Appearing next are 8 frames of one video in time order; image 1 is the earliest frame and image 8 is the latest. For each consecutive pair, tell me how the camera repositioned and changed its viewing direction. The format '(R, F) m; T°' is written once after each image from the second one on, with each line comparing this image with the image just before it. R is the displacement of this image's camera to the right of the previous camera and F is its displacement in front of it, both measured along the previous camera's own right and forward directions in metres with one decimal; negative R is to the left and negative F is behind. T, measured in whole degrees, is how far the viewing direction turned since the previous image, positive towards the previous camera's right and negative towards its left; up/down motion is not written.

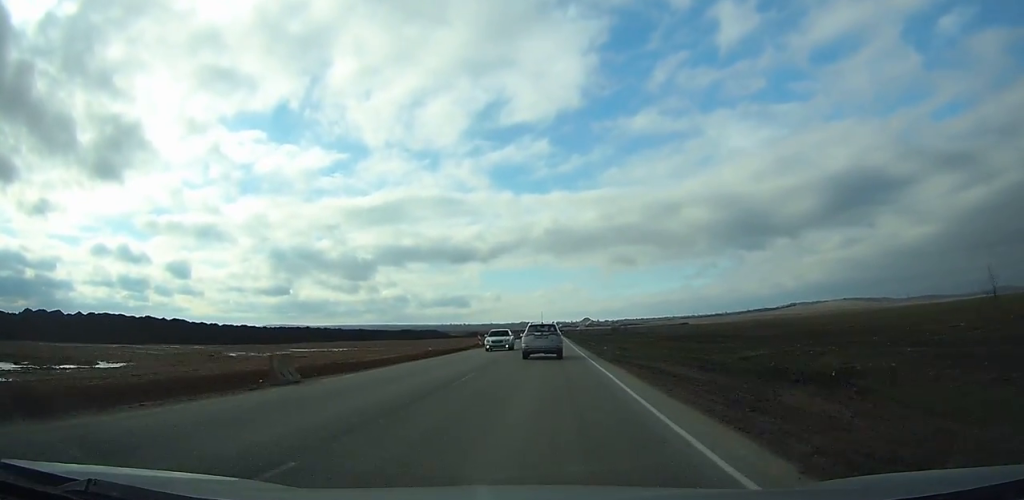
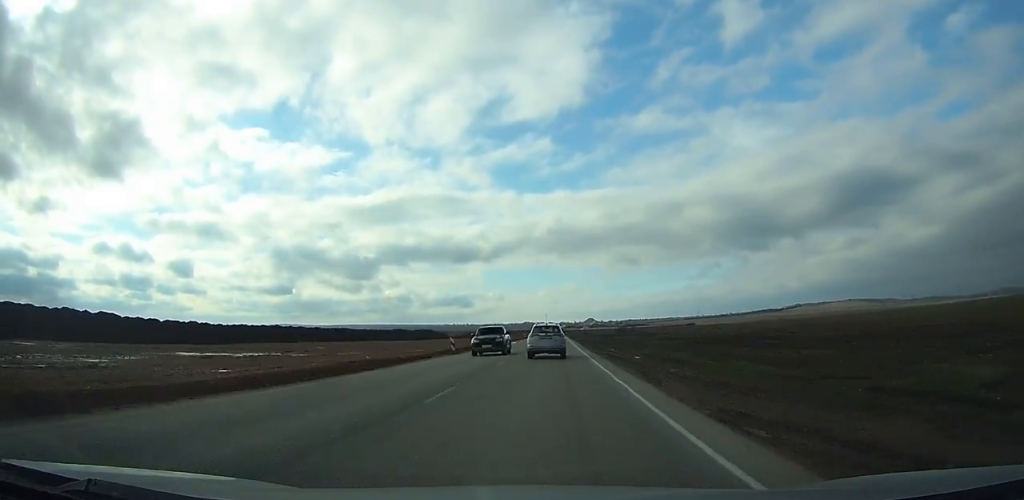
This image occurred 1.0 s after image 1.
(0.0, +16.1) m; 0°
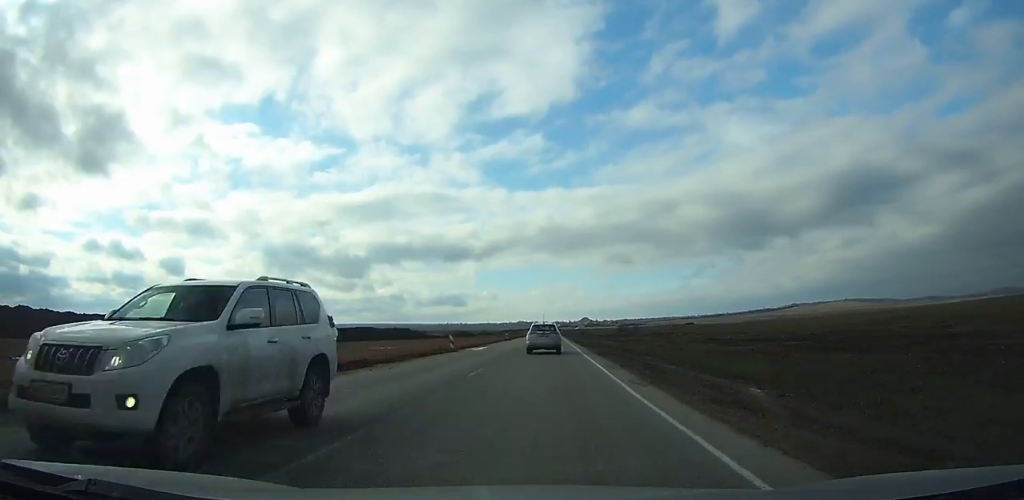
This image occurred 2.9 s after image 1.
(+0.2, +31.1) m; 0°
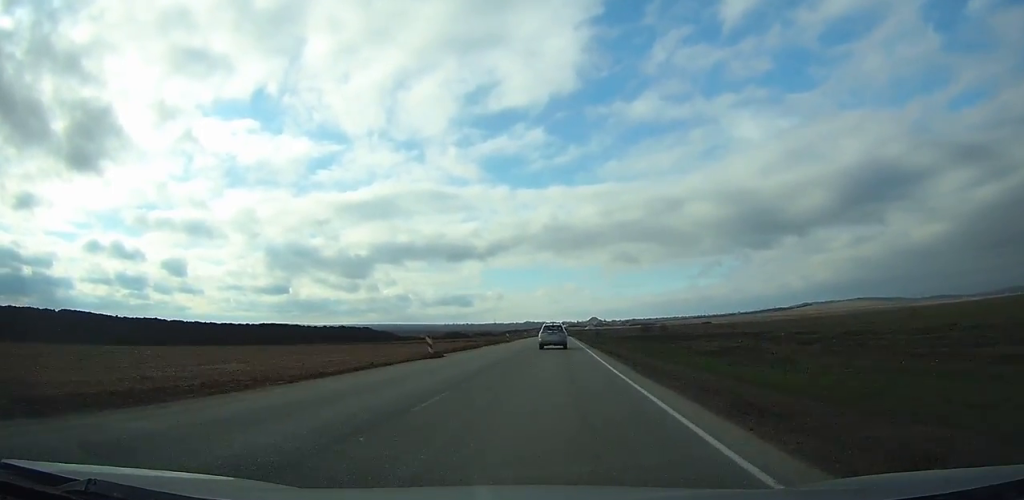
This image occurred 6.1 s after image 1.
(-0.2, +56.5) m; 0°
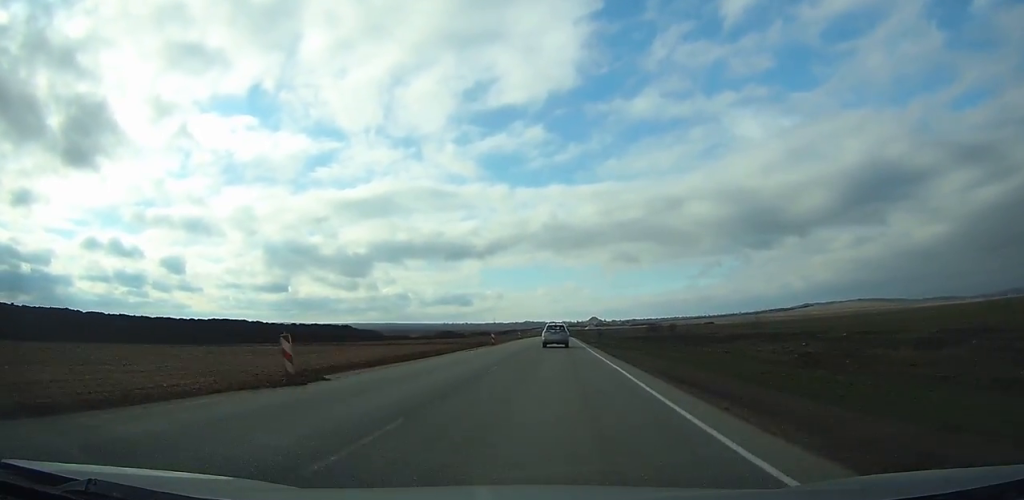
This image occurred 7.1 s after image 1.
(0.0, +16.5) m; 0°
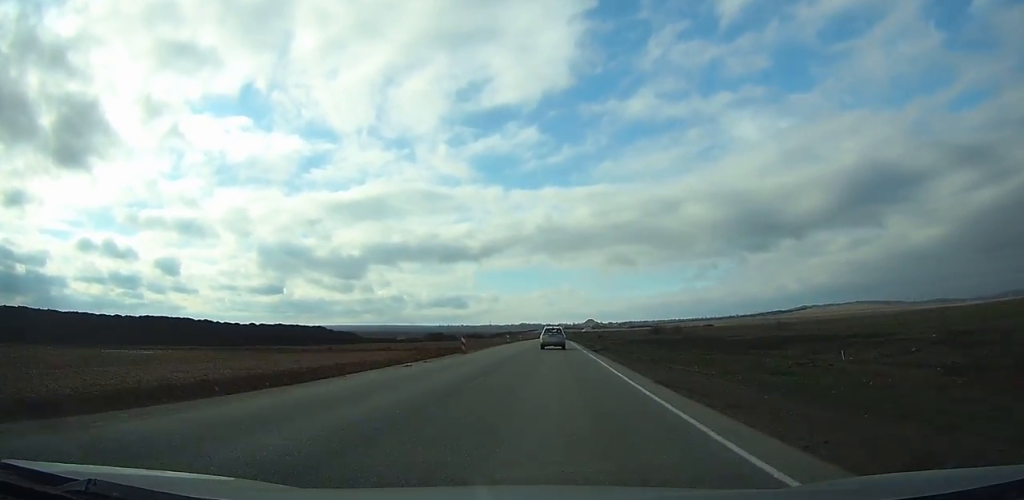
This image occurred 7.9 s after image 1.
(0.0, +15.5) m; 0°
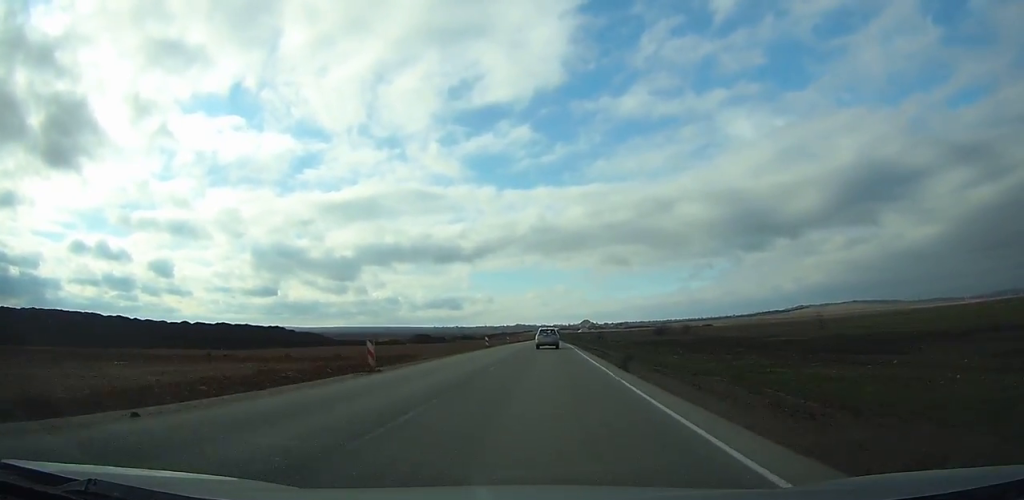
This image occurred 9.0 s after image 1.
(0.0, +19.2) m; 0°
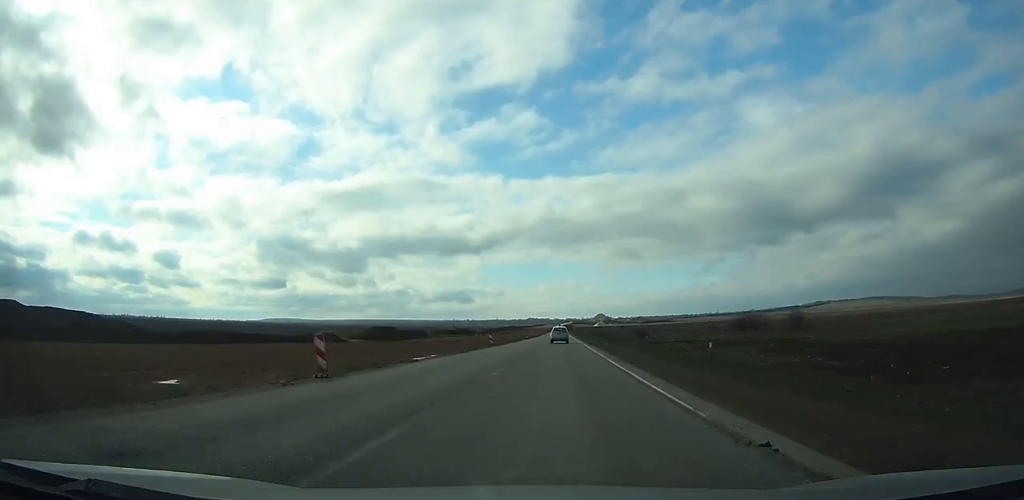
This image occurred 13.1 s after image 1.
(-0.3, +74.8) m; -1°
